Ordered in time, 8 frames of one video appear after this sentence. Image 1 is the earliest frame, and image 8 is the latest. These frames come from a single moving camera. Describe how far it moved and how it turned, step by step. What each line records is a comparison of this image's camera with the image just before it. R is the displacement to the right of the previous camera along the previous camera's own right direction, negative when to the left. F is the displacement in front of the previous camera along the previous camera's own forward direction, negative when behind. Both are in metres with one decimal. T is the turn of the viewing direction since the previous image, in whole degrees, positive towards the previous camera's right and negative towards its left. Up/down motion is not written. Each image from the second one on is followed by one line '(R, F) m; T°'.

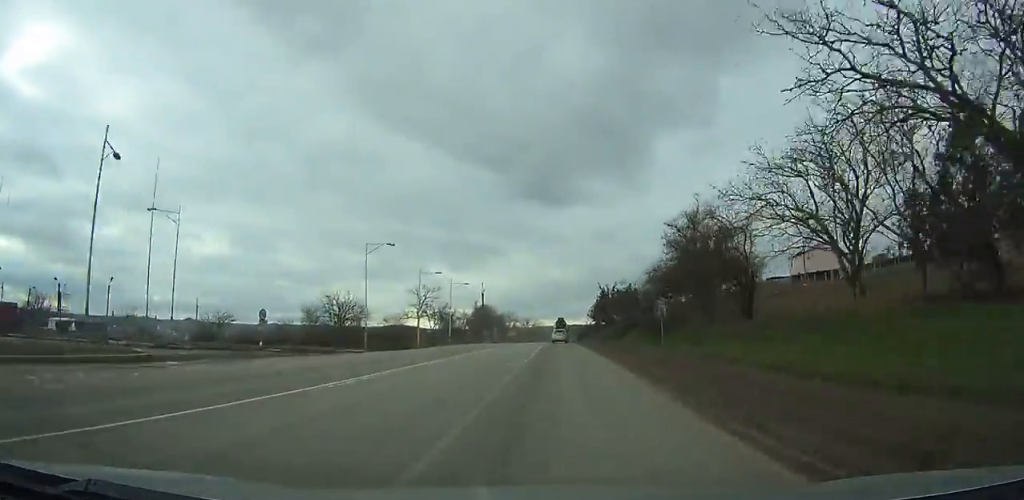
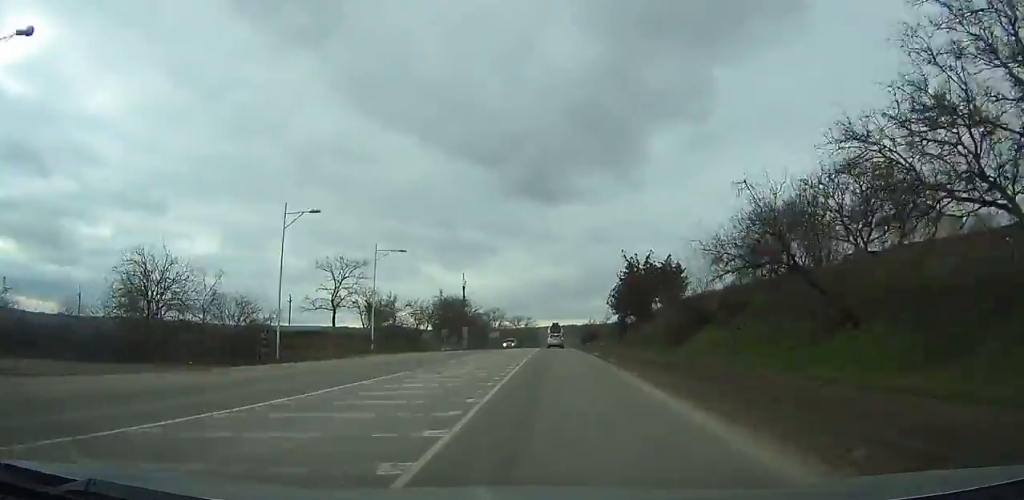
(0.0, +33.8) m; +1°
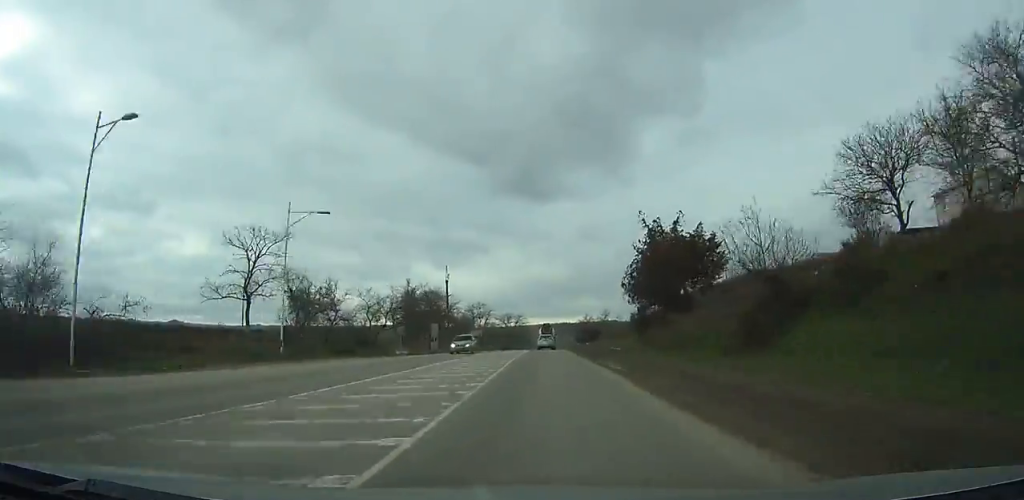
(+0.4, +15.3) m; 0°
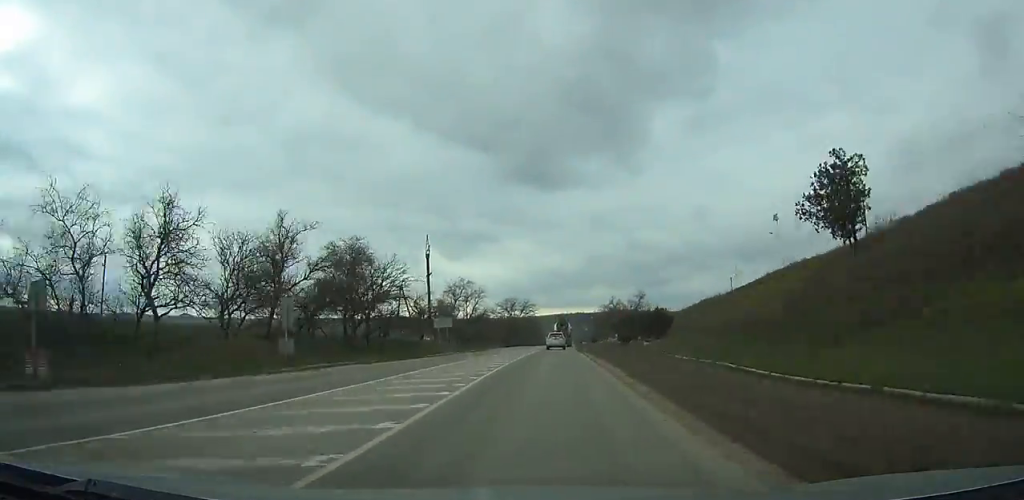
(-0.3, +35.5) m; -1°
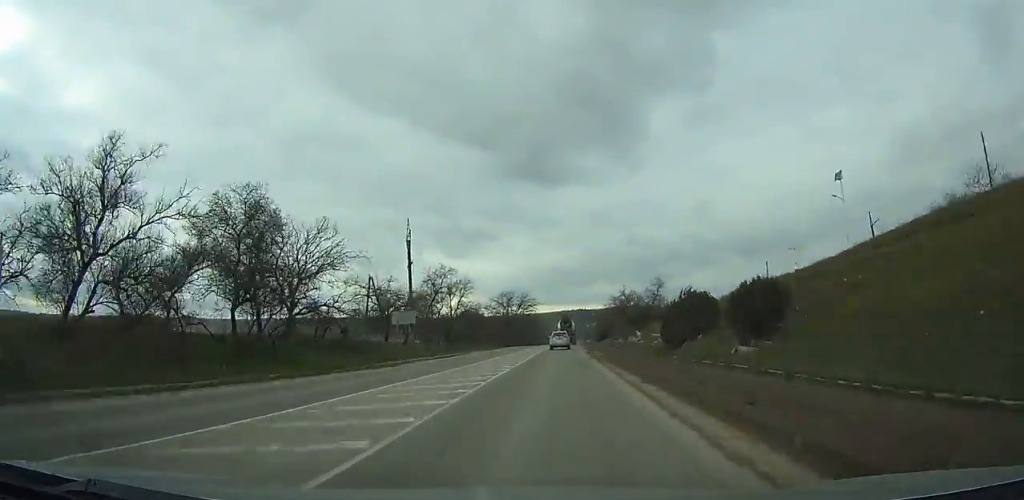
(0.0, +15.3) m; 0°
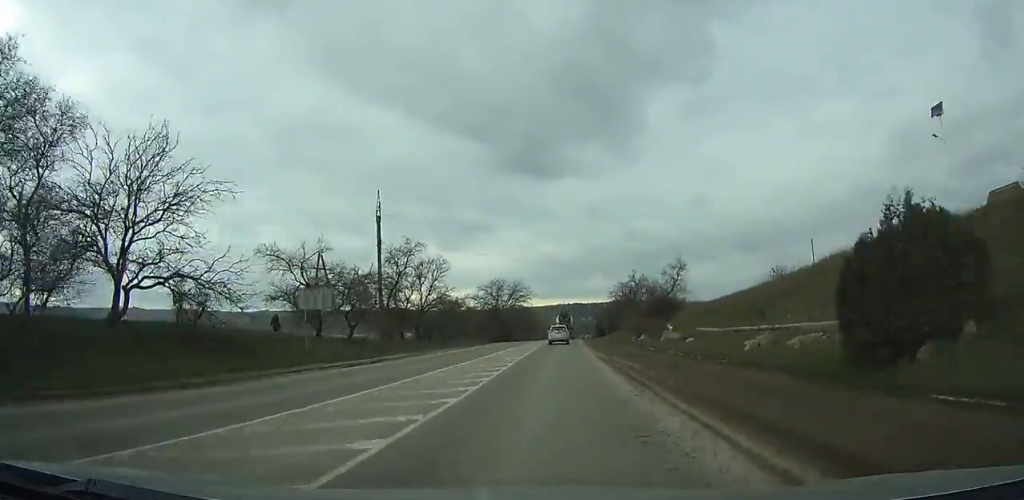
(0.0, +15.3) m; 0°
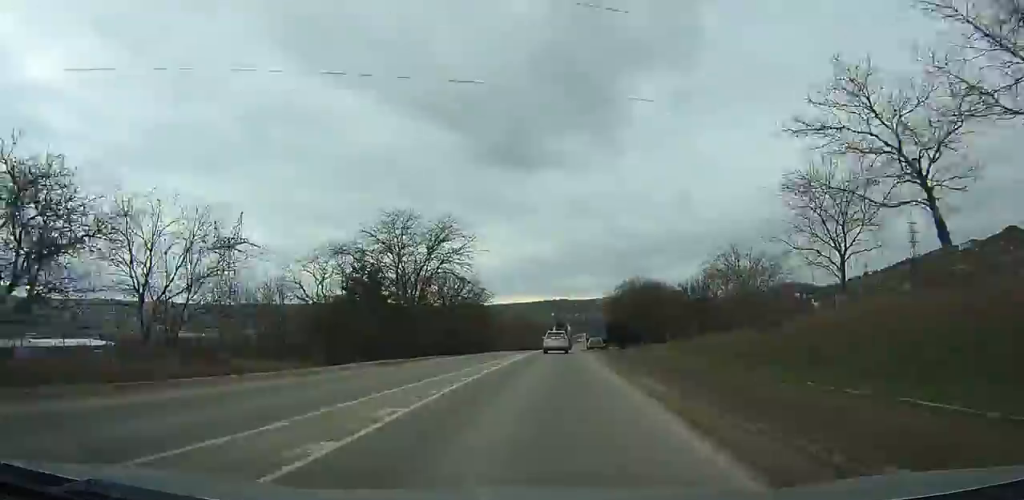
(+0.3, +67.4) m; +1°
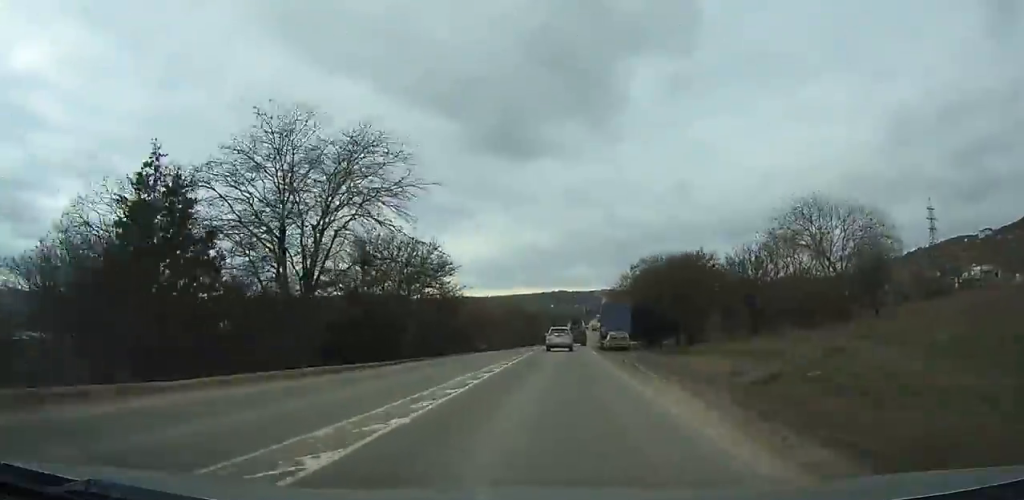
(+0.4, +24.8) m; +1°
